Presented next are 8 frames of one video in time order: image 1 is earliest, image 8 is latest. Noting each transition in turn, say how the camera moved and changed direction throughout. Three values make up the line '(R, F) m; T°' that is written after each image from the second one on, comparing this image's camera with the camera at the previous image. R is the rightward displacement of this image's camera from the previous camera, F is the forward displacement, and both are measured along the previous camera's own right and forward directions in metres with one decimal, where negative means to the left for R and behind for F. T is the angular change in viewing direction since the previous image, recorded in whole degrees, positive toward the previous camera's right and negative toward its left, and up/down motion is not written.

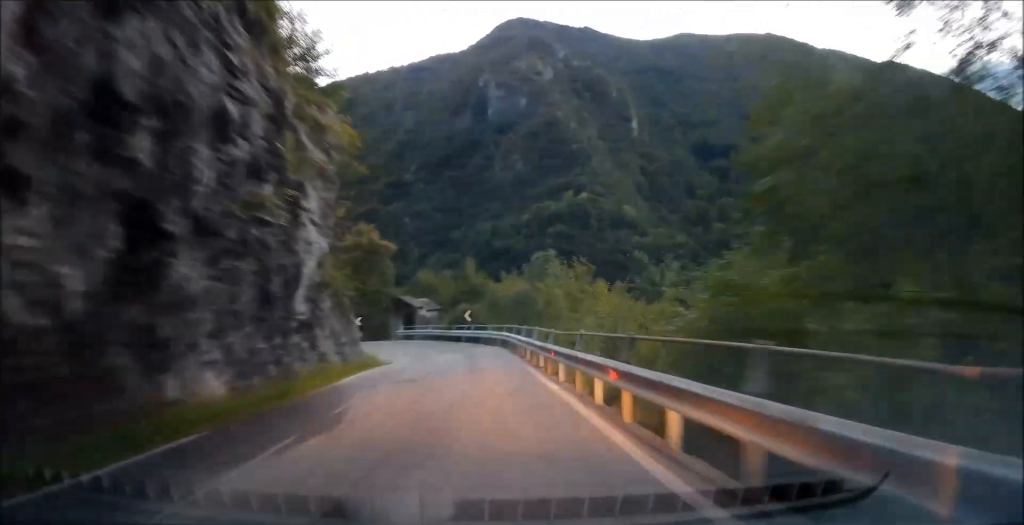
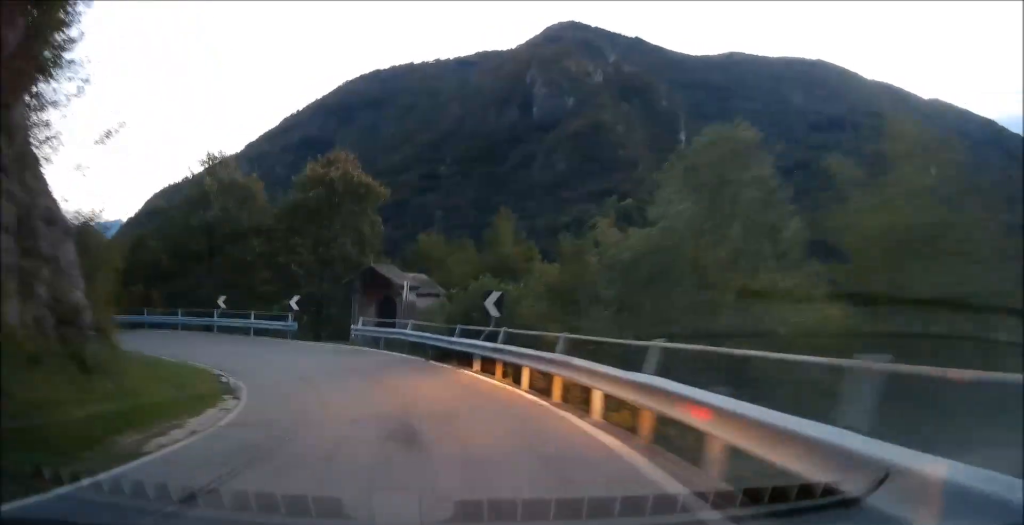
(+1.8, +24.5) m; -2°
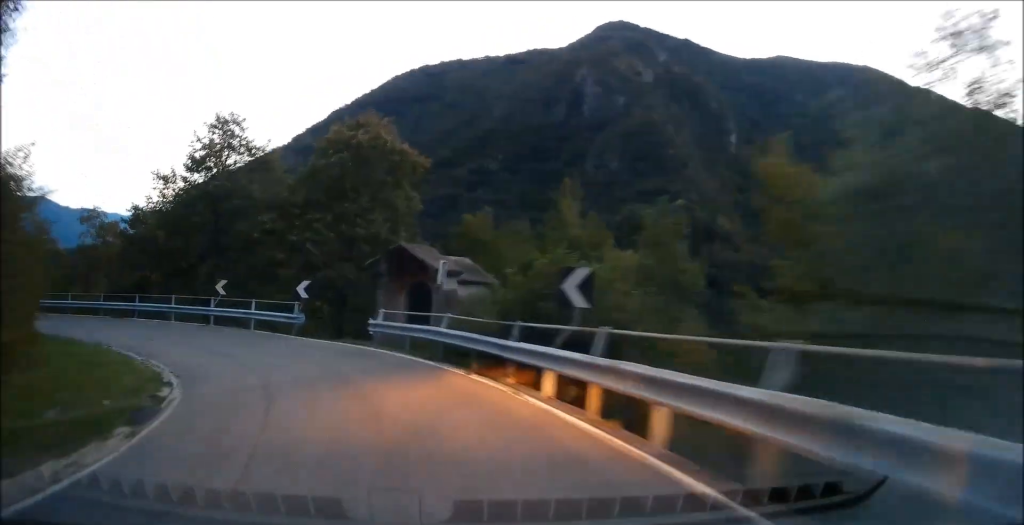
(-0.4, +6.1) m; -6°
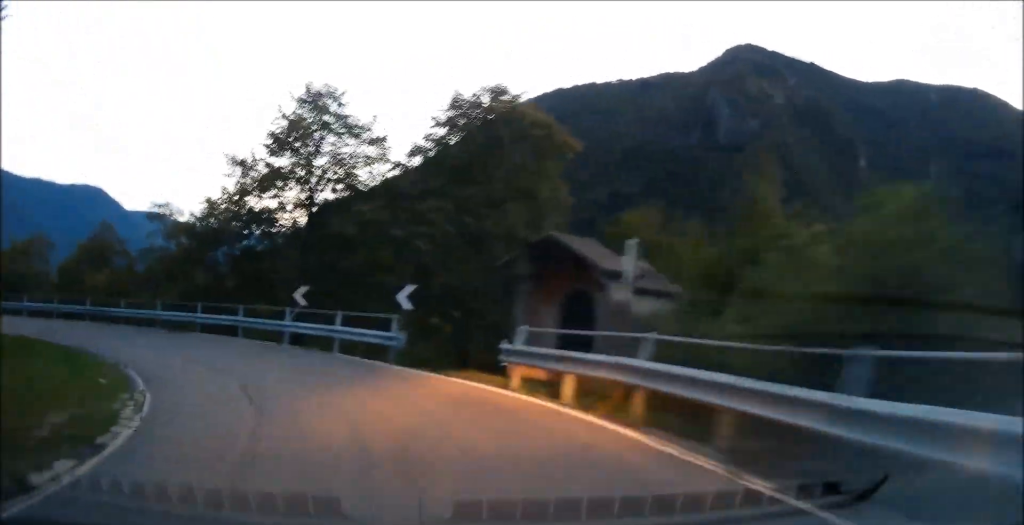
(-0.4, +7.1) m; -10°
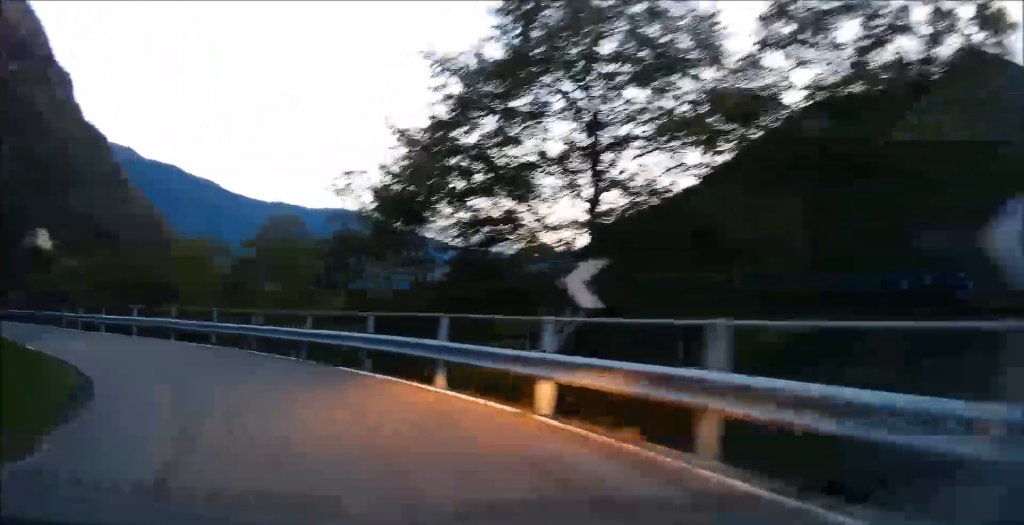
(-2.8, +11.9) m; -28°
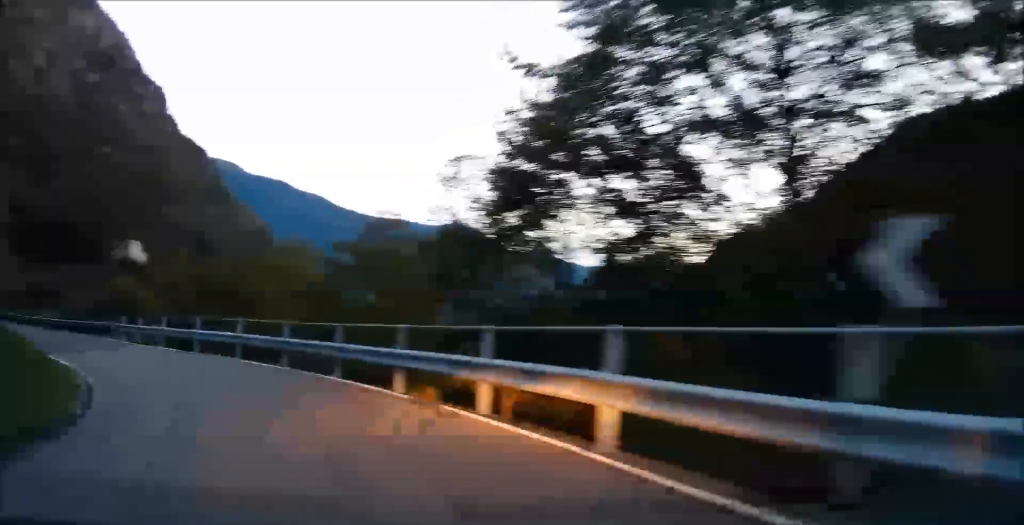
(0.0, +4.2) m; -10°
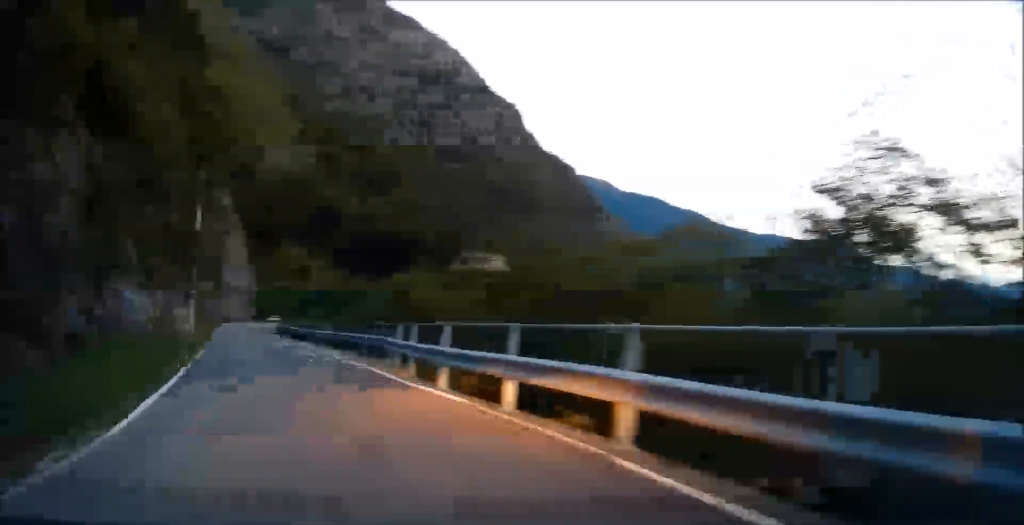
(-4.0, +11.8) m; -32°
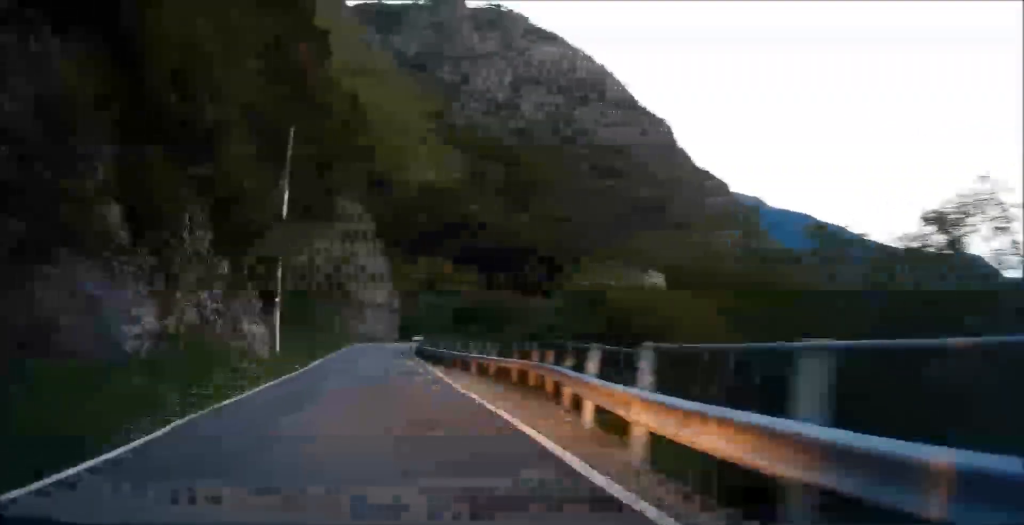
(-1.1, +7.7) m; -11°
